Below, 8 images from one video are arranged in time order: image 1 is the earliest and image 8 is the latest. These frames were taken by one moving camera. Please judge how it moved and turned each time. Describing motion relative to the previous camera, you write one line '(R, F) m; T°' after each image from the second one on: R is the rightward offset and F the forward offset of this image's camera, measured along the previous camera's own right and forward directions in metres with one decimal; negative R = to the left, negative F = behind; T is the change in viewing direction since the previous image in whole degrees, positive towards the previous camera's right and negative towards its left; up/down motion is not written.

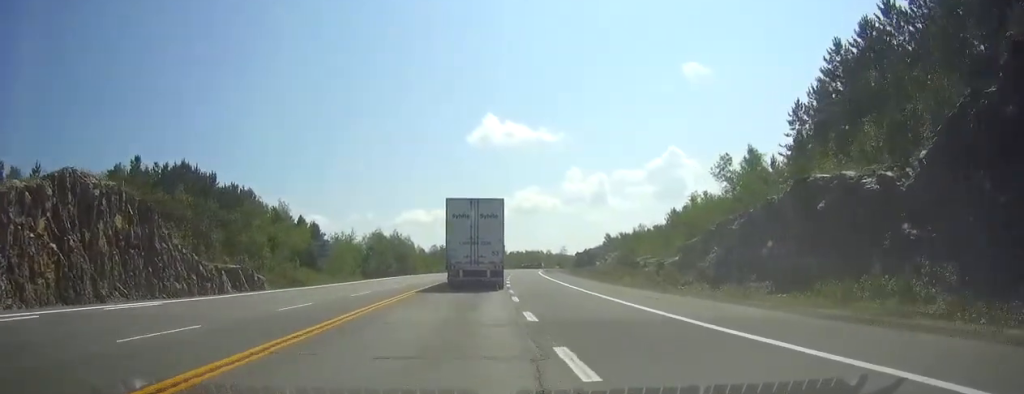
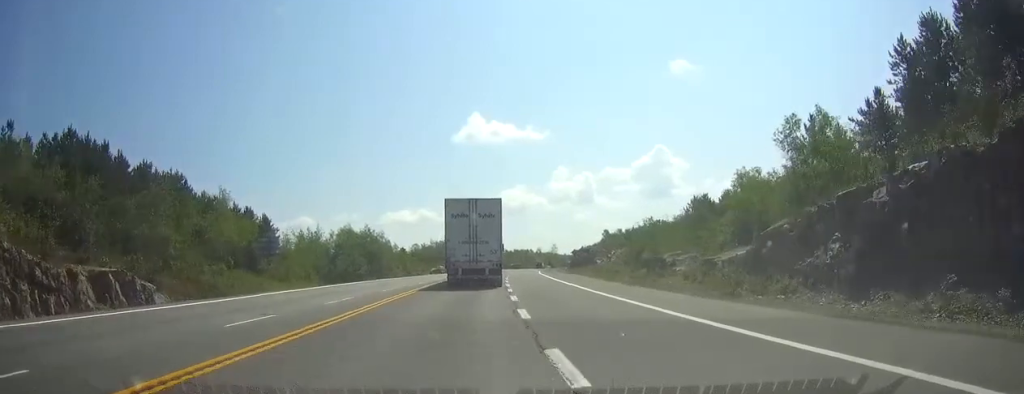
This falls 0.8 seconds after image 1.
(+0.1, +22.0) m; 0°
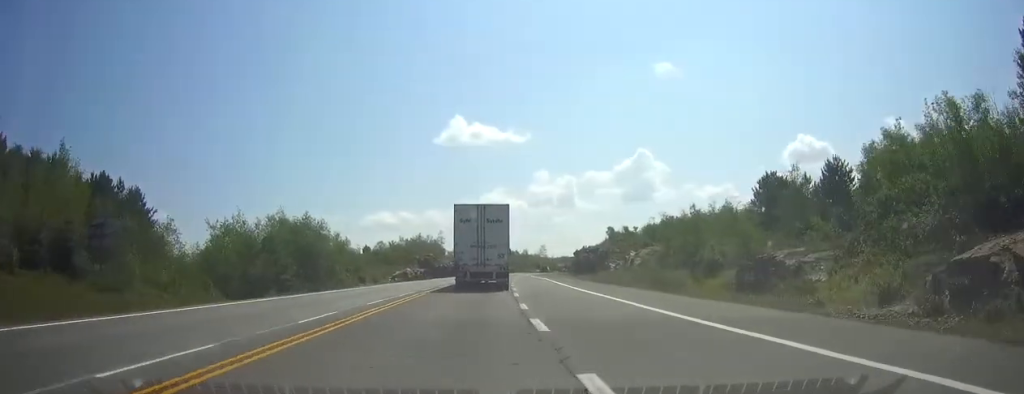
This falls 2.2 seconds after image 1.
(0.0, +37.0) m; 0°
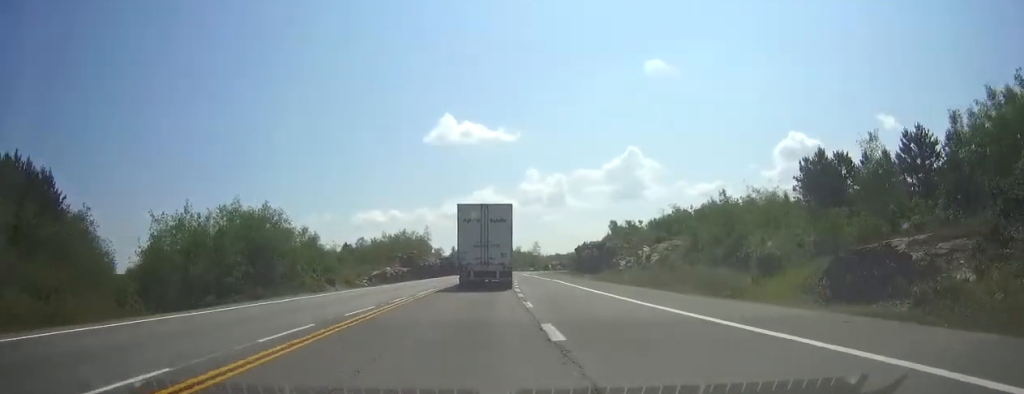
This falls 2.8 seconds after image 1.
(0.0, +15.9) m; +1°
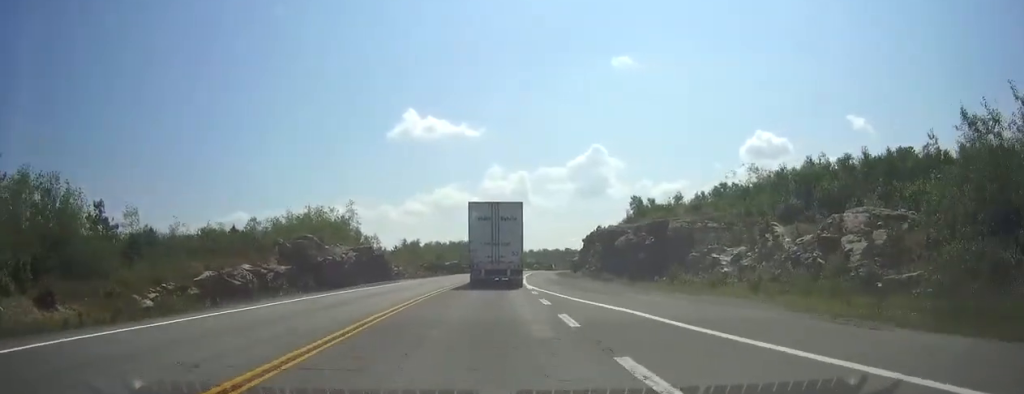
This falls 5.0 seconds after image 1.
(+2.1, +57.1) m; +4°
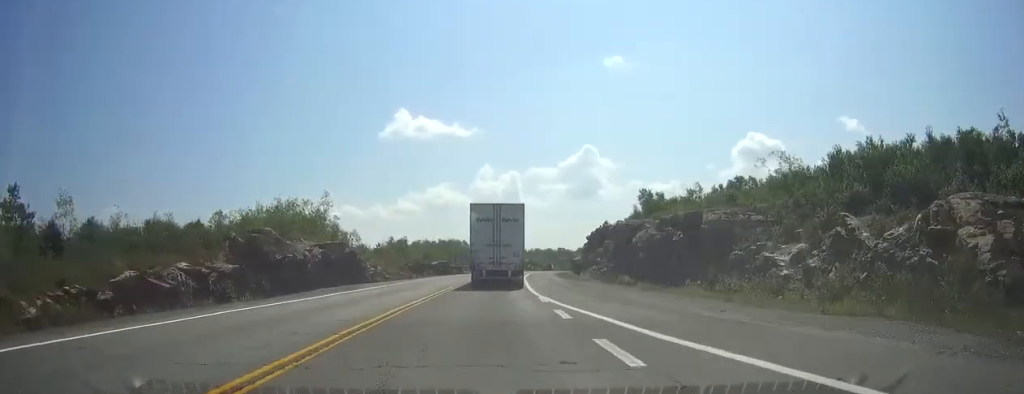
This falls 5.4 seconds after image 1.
(+0.2, +11.7) m; +1°
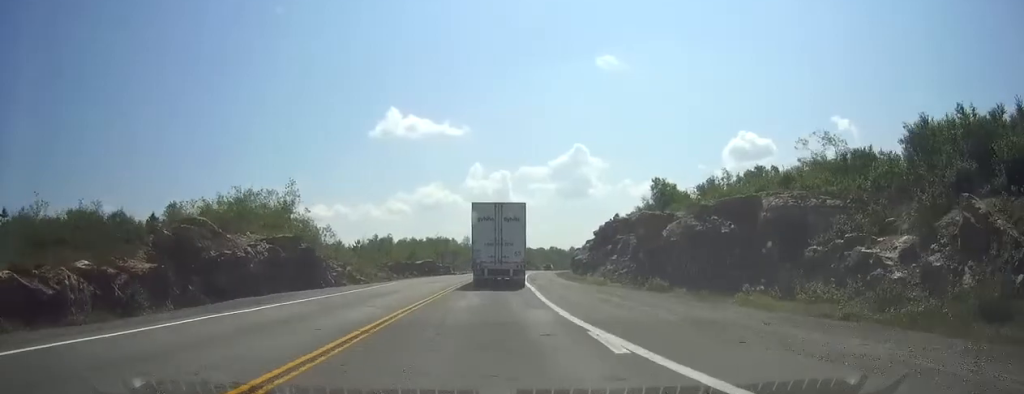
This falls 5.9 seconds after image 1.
(+0.2, +12.6) m; +1°
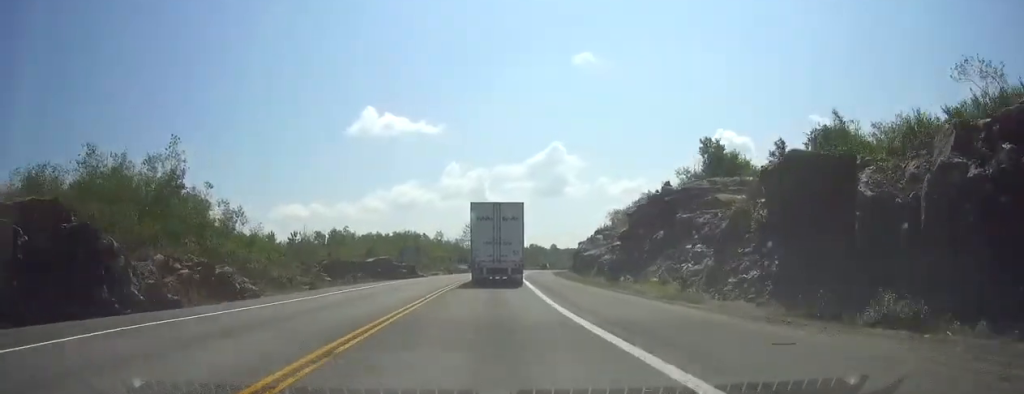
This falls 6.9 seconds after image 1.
(+0.2, +28.0) m; +2°
